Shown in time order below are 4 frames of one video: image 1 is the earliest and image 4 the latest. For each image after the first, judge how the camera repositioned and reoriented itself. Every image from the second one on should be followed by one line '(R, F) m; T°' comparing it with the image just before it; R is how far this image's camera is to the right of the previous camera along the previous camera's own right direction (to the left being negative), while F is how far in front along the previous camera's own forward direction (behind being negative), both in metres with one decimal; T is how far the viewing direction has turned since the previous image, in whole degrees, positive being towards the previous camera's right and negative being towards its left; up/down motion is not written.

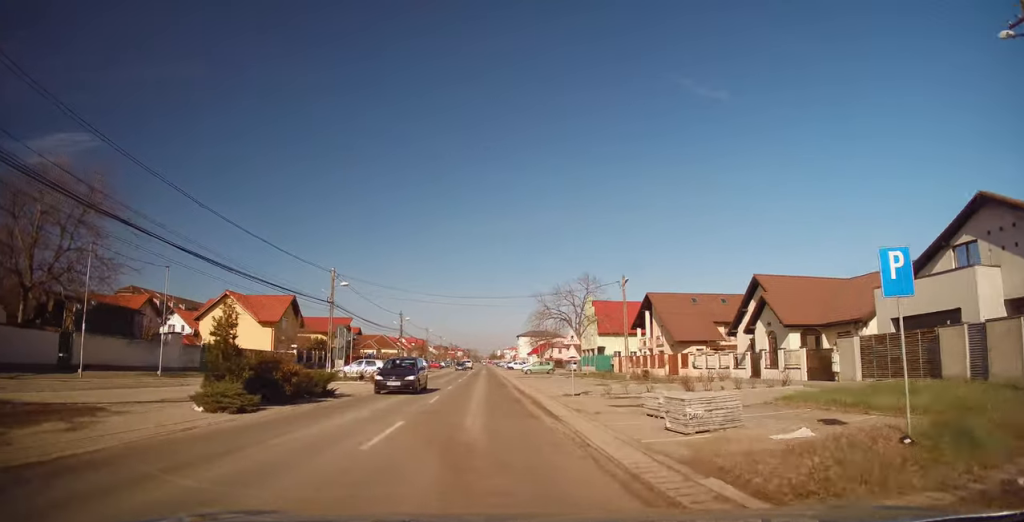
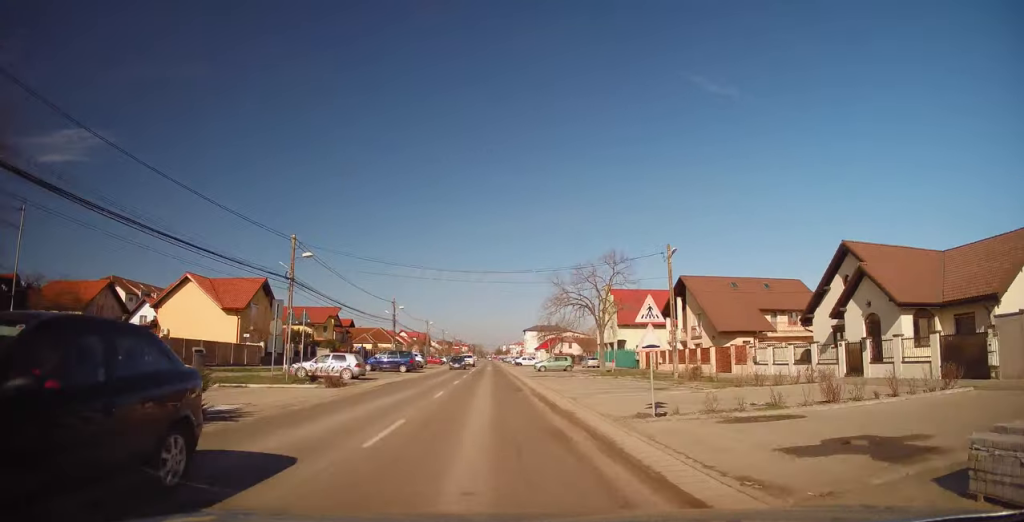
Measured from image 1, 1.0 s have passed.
(+0.1, +8.2) m; 0°
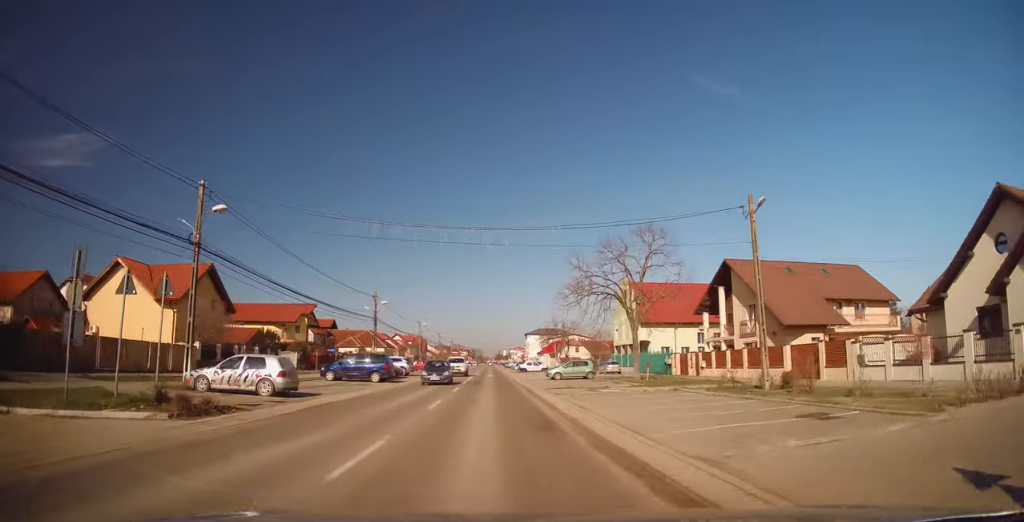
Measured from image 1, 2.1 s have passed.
(-0.2, +10.3) m; -1°
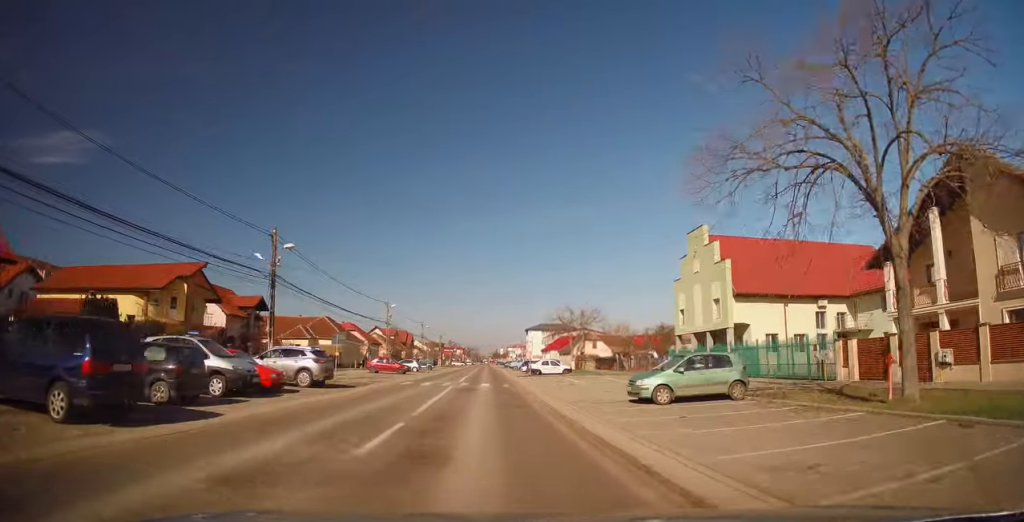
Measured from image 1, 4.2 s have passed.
(+0.8, +24.9) m; +3°
